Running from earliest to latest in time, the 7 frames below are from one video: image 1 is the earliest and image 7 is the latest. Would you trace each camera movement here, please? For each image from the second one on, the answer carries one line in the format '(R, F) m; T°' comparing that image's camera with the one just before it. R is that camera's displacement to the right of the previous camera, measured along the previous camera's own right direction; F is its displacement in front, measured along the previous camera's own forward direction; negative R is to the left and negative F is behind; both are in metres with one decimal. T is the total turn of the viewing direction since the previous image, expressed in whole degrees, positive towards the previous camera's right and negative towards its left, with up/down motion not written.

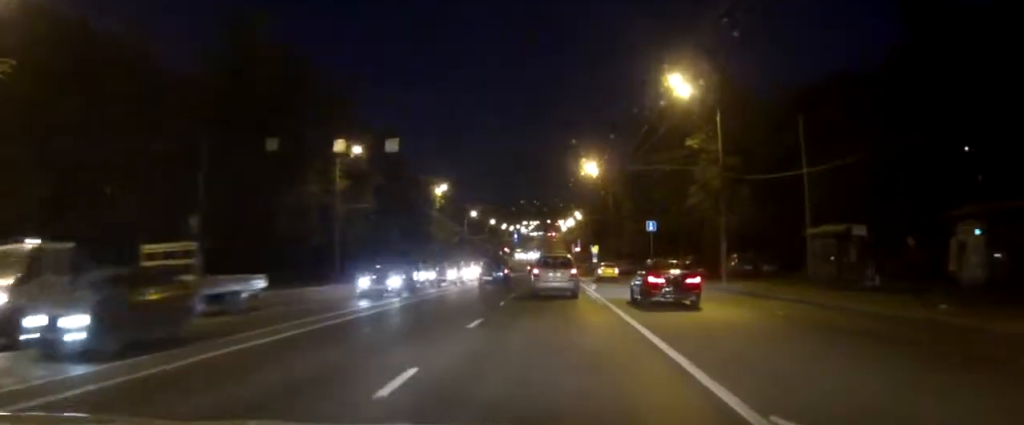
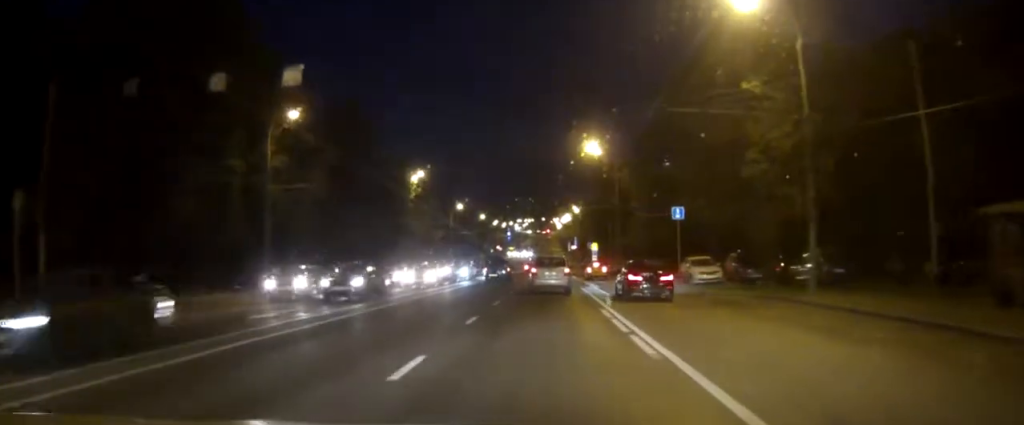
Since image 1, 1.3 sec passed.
(+0.2, +13.5) m; +2°
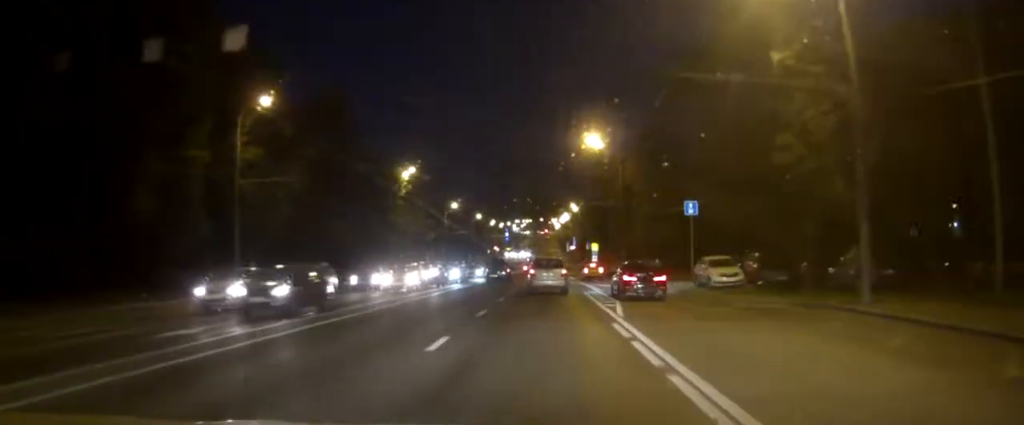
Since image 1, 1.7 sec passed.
(+0.1, +4.4) m; 0°
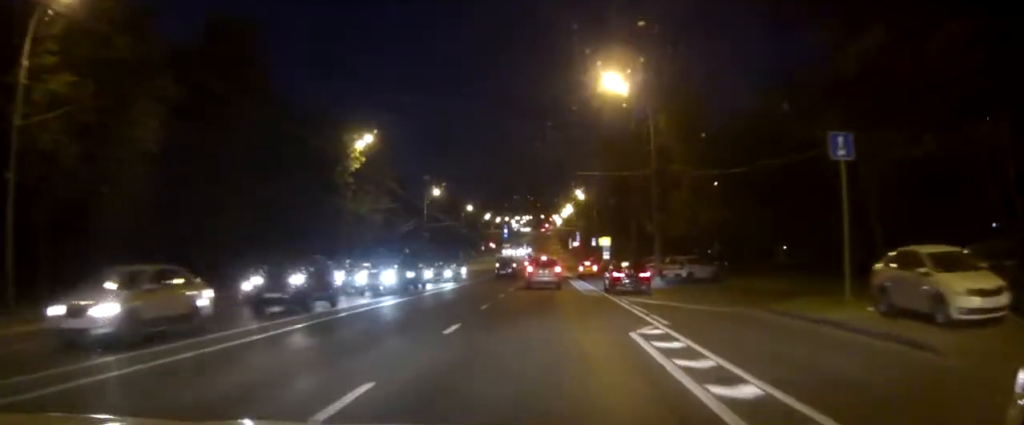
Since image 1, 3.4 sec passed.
(+0.1, +20.5) m; +1°
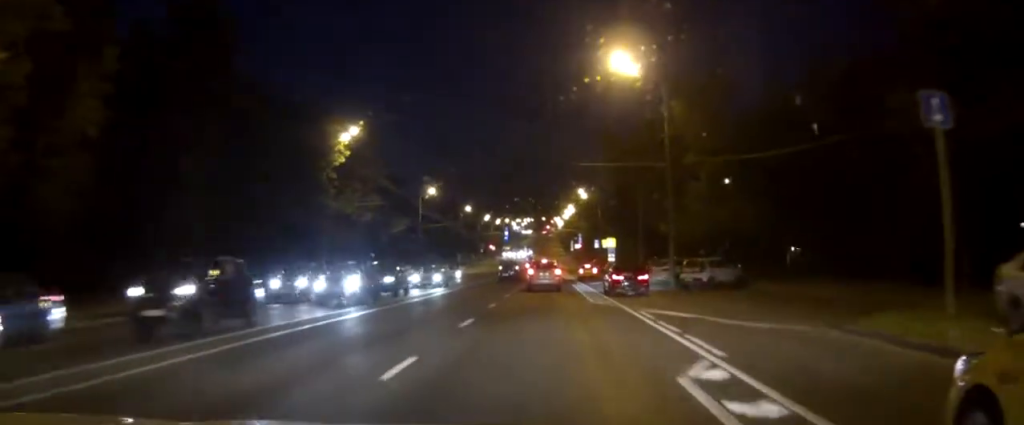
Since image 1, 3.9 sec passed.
(0.0, +5.2) m; 0°
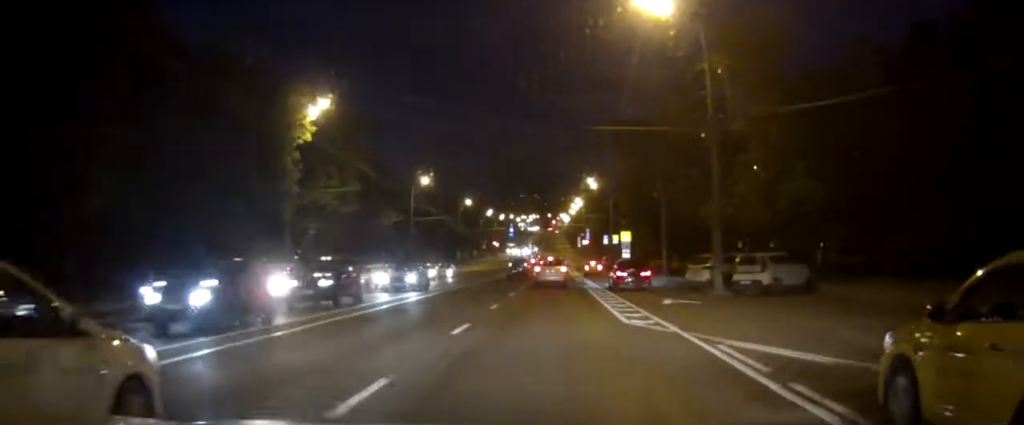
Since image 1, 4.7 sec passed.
(+0.1, +9.9) m; 0°
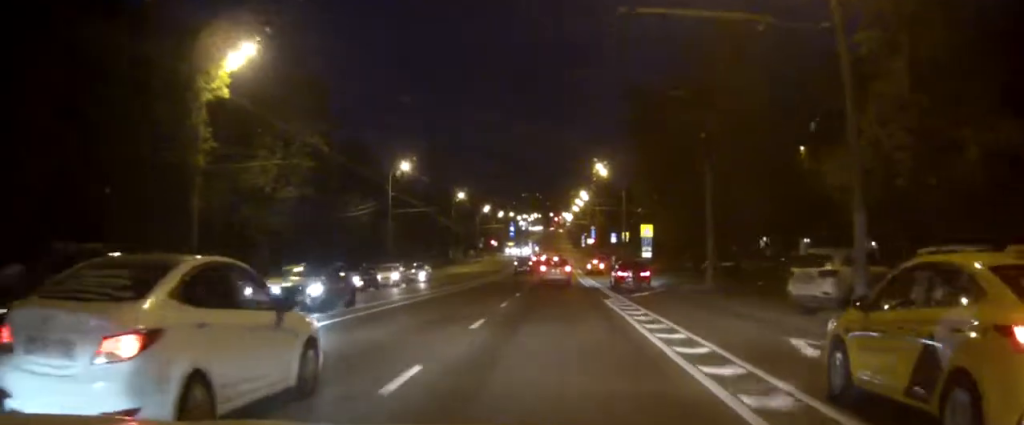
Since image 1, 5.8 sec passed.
(-0.1, +14.7) m; -1°
